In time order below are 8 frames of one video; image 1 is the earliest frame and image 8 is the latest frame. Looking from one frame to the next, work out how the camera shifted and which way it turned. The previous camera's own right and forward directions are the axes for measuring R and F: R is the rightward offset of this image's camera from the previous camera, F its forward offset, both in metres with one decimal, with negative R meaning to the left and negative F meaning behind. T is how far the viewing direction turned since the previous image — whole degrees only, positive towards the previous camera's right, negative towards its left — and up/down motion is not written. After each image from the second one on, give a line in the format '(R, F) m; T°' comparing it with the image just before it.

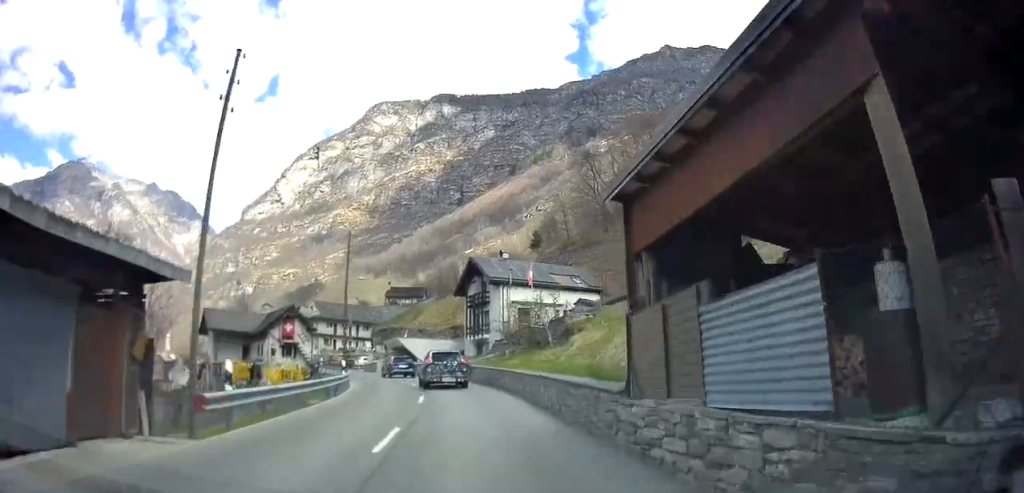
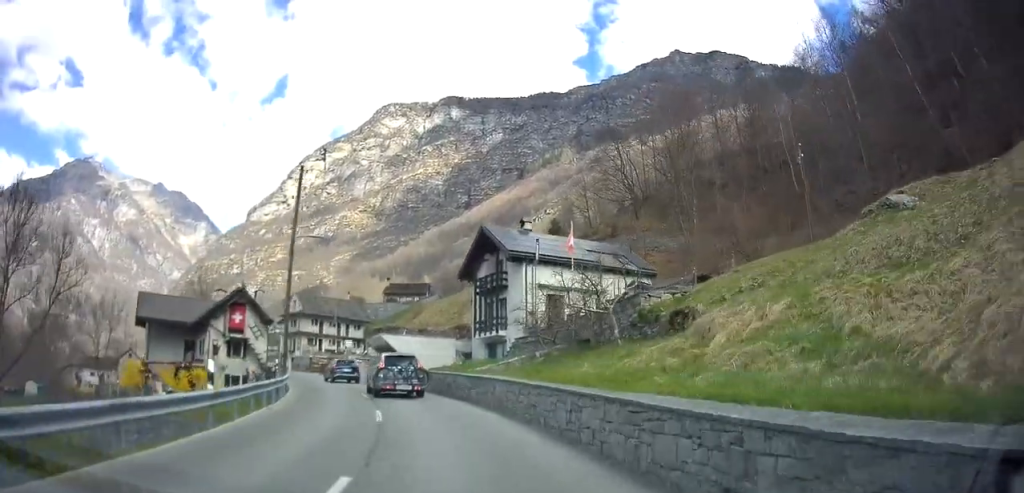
(-0.1, +13.4) m; -3°
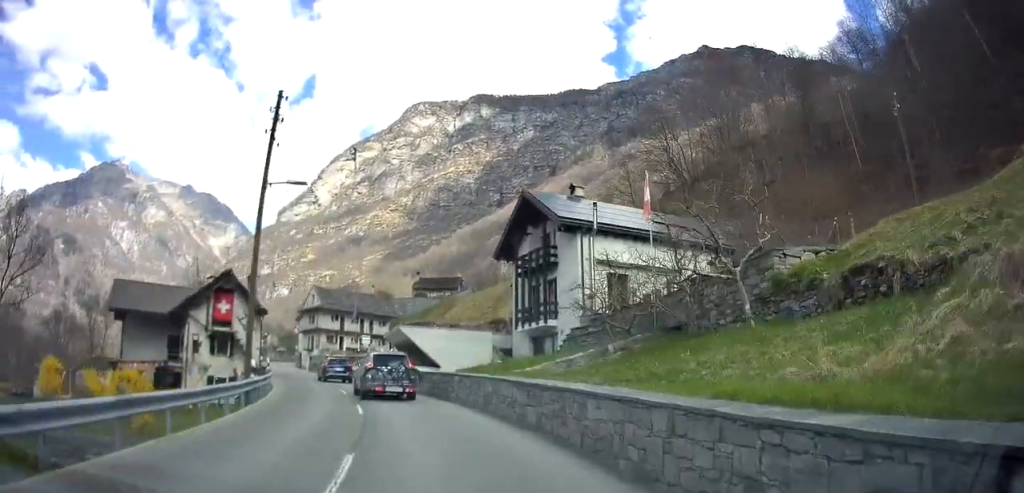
(+0.2, +7.5) m; -4°
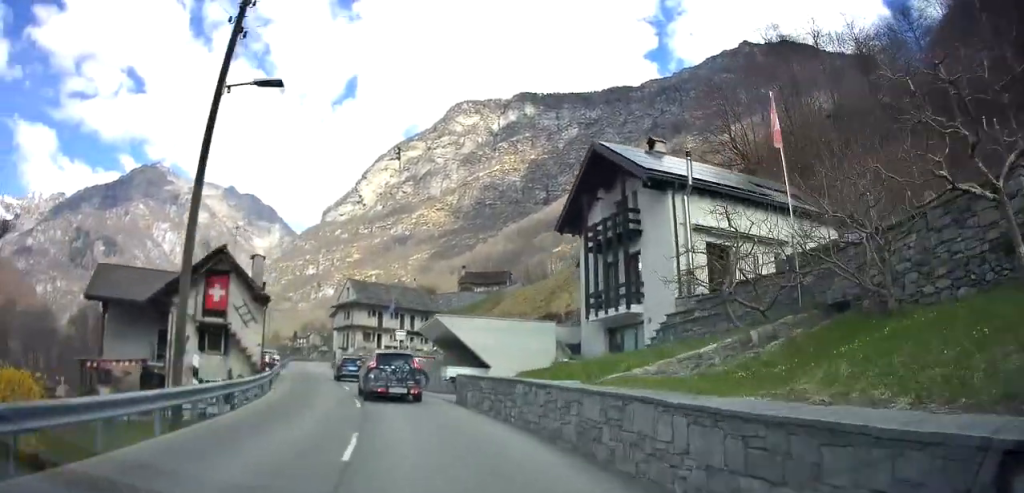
(-0.7, +7.0) m; -5°
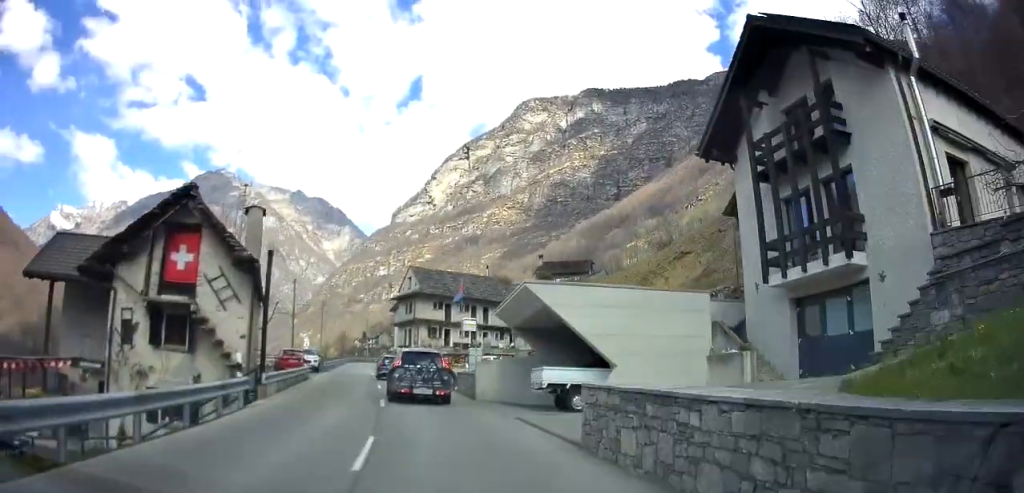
(-0.7, +9.9) m; -5°
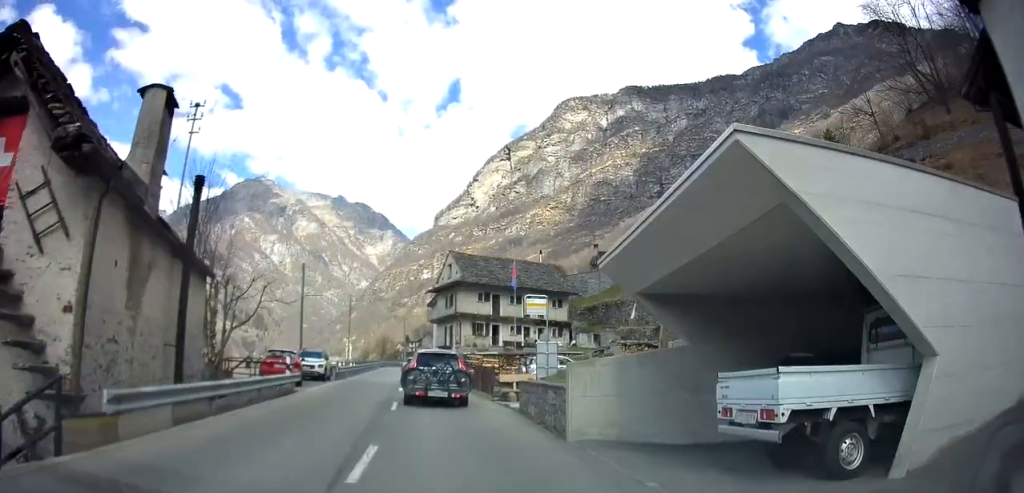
(-0.3, +10.0) m; -3°
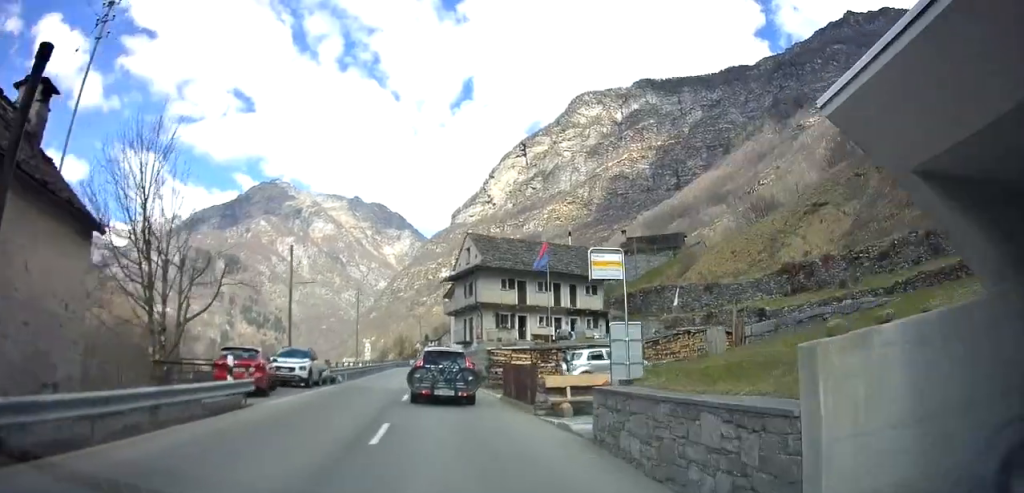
(0.0, +6.4) m; -1°
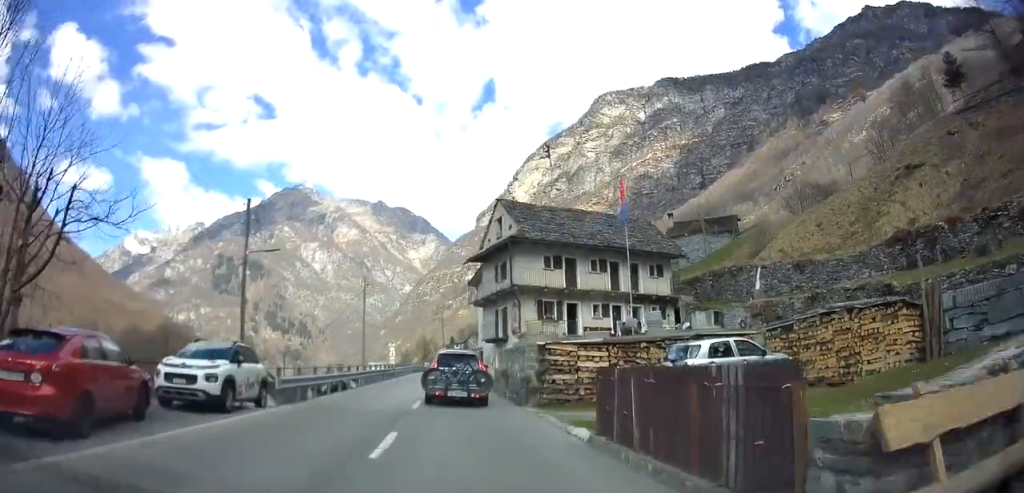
(-0.3, +10.2) m; -2°
